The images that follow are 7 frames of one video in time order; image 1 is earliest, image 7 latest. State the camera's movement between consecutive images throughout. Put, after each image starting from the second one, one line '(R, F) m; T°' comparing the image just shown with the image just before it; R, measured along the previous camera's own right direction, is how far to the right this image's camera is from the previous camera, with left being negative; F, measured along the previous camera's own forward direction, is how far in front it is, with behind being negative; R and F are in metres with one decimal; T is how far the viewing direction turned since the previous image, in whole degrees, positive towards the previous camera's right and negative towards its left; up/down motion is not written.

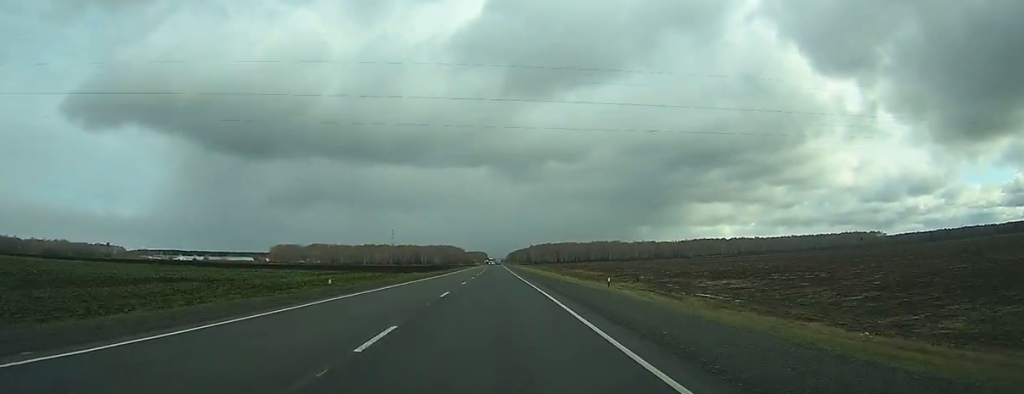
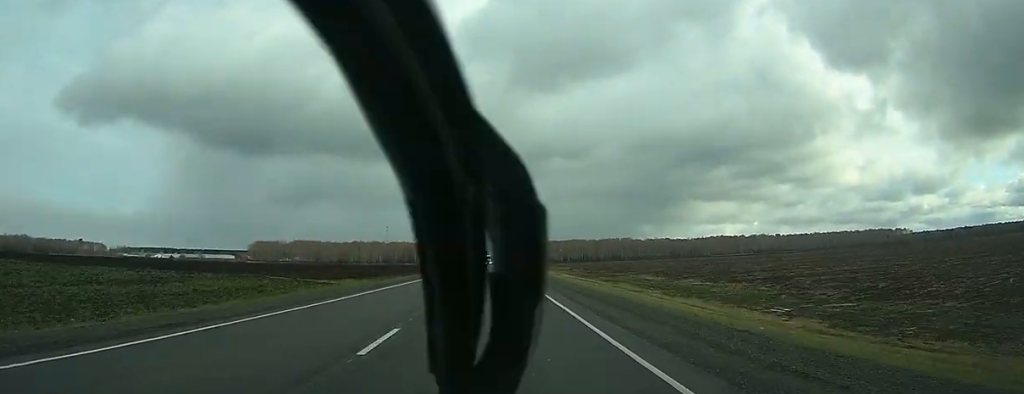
(-0.1, +75.2) m; 0°
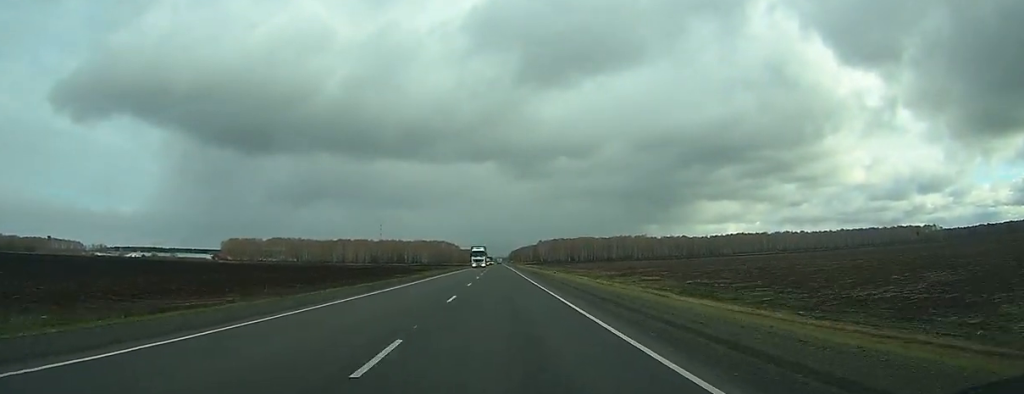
(+0.4, +73.4) m; 0°
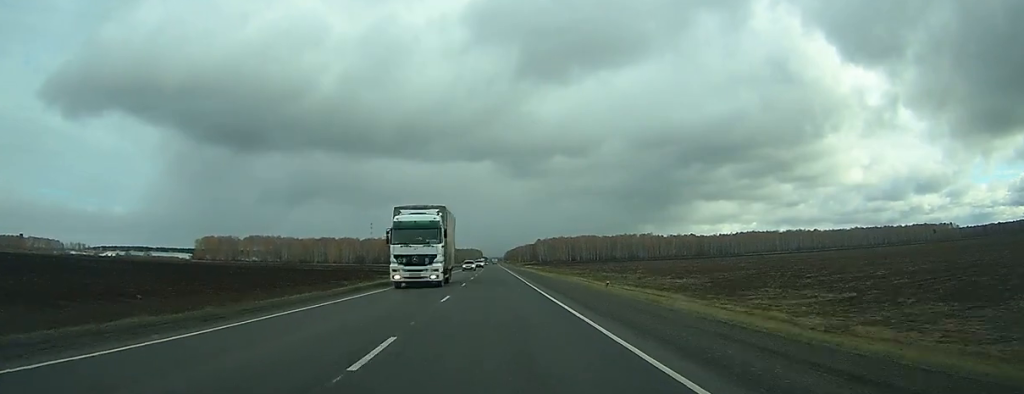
(-0.1, +46.0) m; 0°
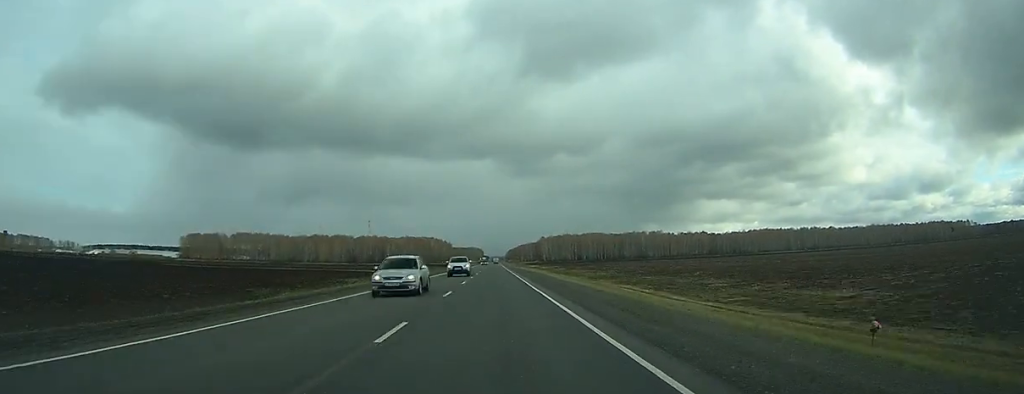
(+0.1, +32.4) m; 0°
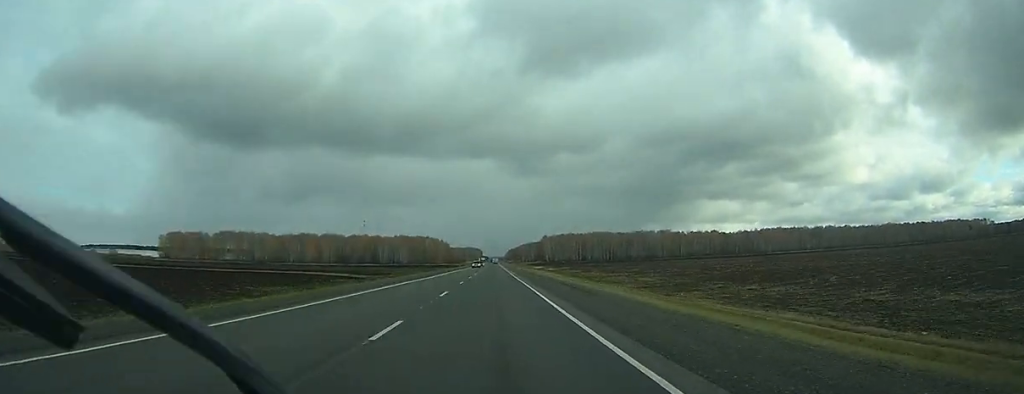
(+0.1, +35.5) m; 0°
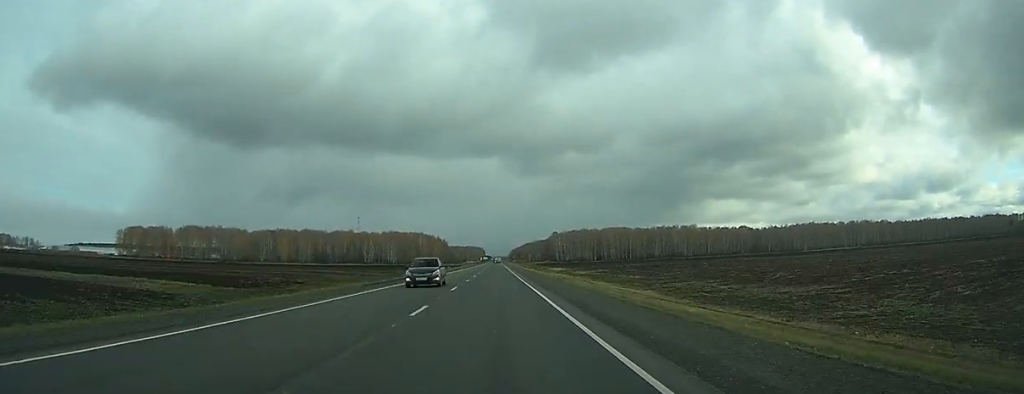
(-0.1, +70.3) m; 0°
